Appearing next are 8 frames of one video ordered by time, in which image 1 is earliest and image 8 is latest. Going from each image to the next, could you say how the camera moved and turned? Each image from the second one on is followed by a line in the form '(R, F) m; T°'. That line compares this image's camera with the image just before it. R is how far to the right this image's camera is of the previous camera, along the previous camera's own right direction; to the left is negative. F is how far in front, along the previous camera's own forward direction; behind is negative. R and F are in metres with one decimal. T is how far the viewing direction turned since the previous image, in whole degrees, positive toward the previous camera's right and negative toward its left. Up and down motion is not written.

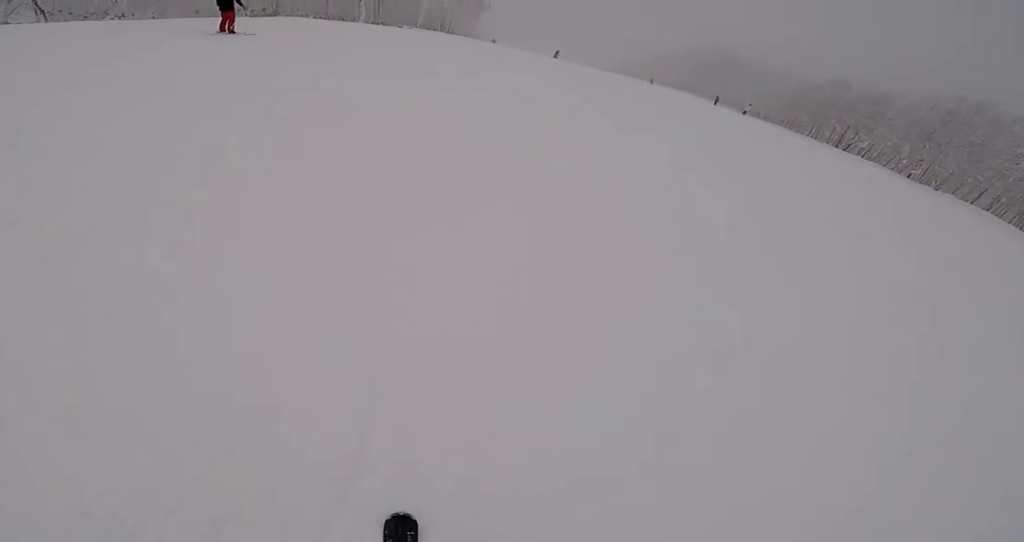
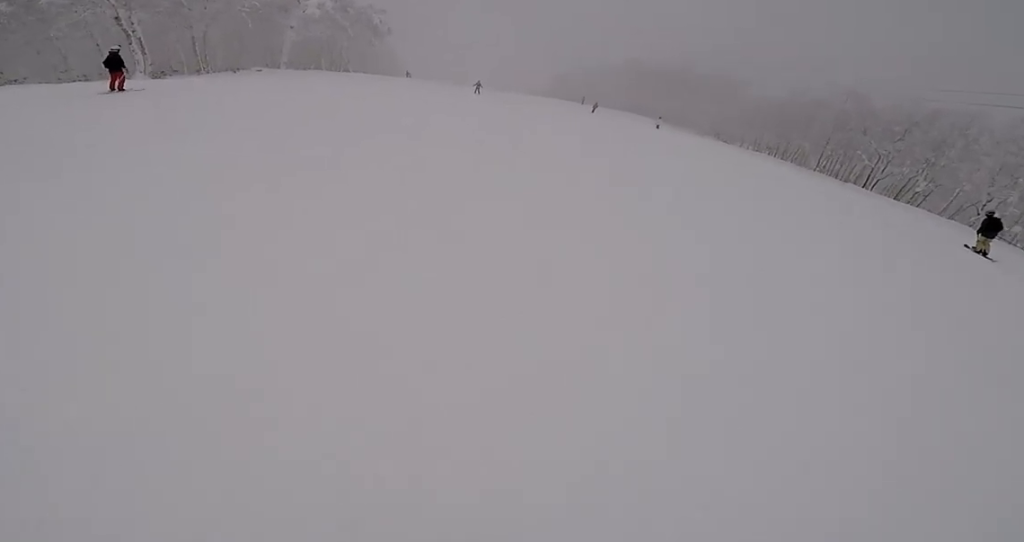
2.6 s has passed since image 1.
(+1.2, +18.4) m; -3°
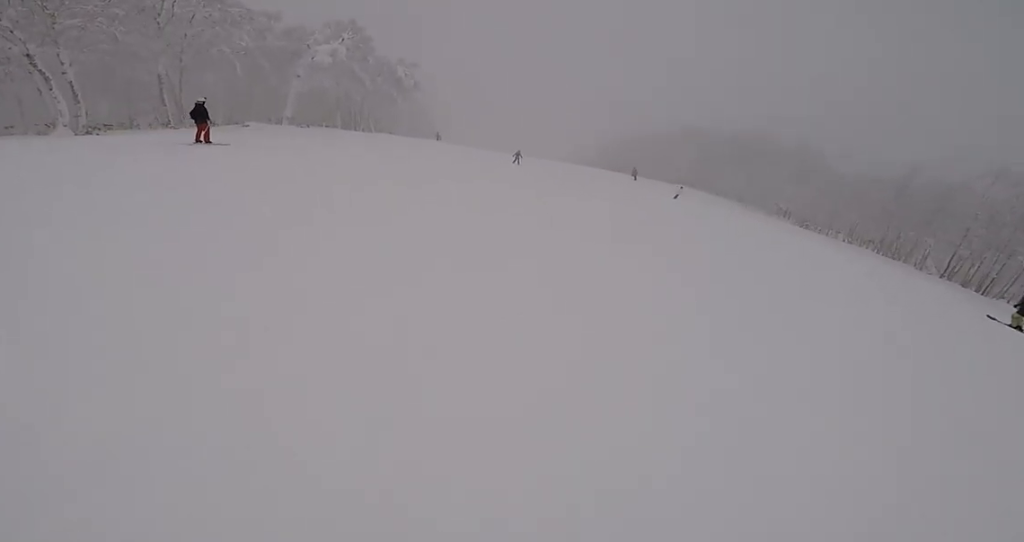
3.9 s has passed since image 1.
(-0.6, +9.0) m; -10°
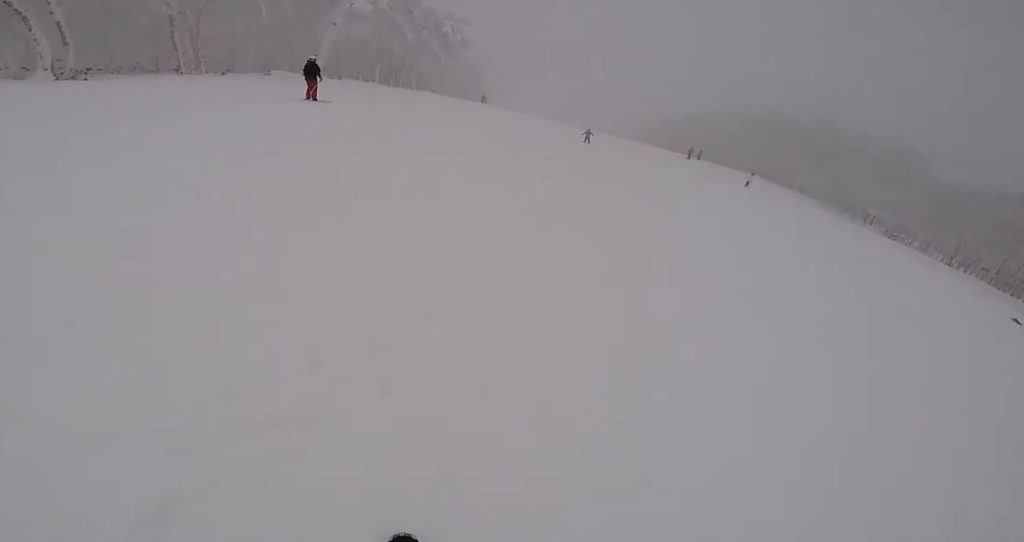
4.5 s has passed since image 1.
(-0.8, +4.5) m; 0°
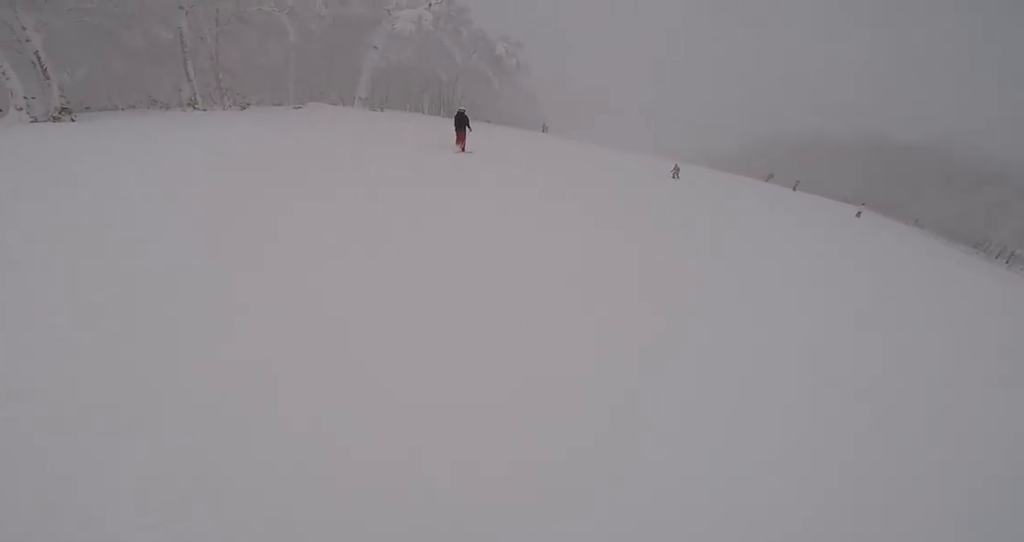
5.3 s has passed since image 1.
(+0.6, +5.7) m; +6°
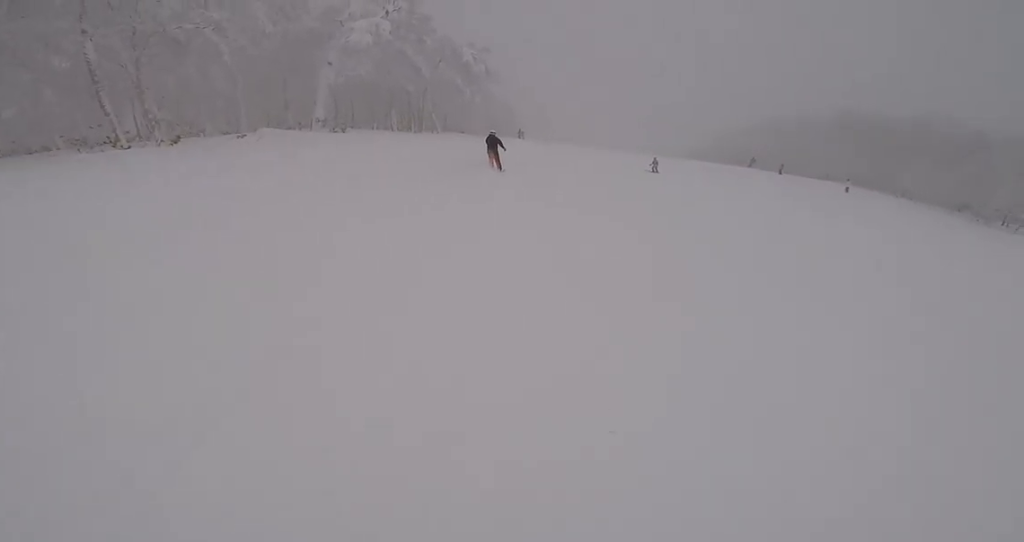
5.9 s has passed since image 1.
(+0.2, +3.9) m; +5°
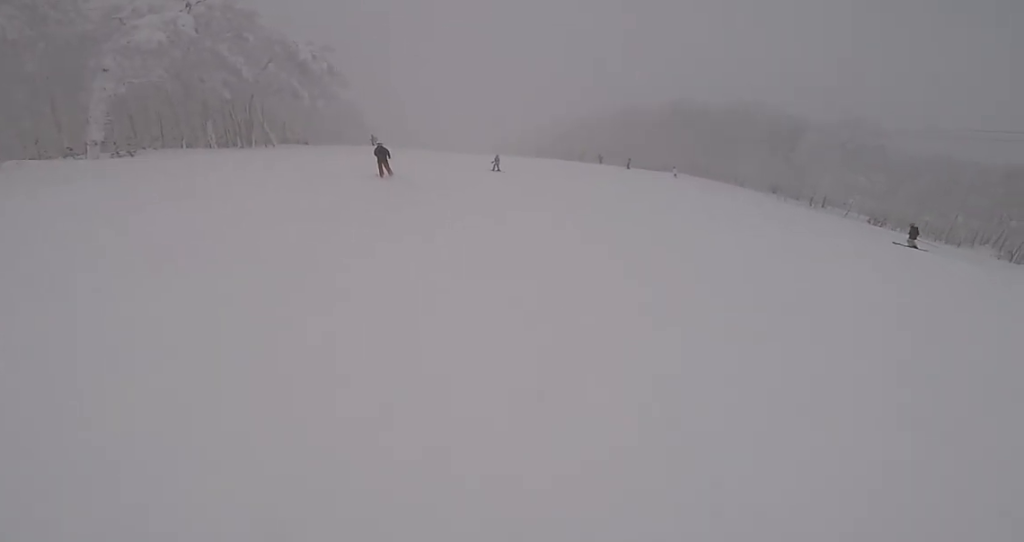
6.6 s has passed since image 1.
(-0.2, +5.5) m; +7°
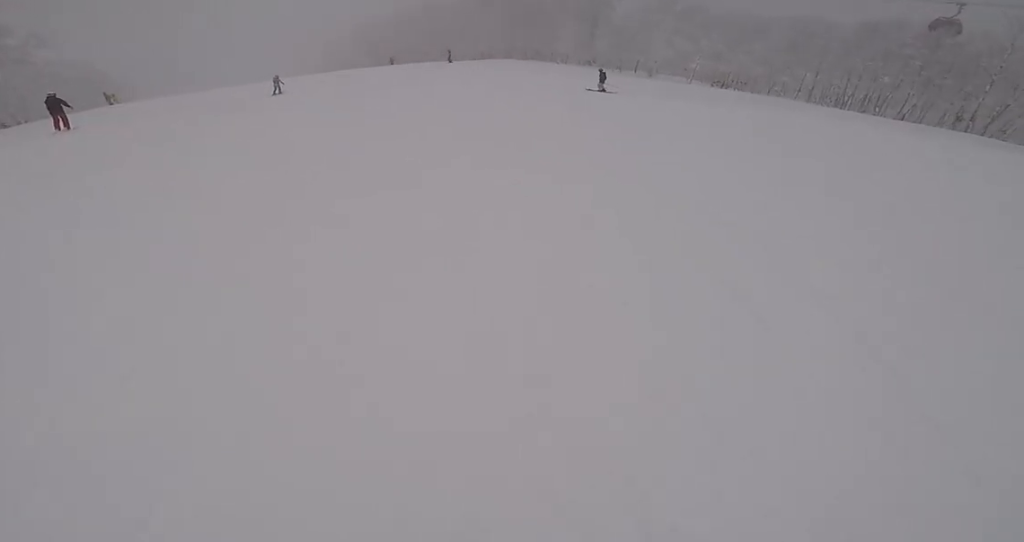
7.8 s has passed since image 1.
(+1.3, +8.4) m; +9°
